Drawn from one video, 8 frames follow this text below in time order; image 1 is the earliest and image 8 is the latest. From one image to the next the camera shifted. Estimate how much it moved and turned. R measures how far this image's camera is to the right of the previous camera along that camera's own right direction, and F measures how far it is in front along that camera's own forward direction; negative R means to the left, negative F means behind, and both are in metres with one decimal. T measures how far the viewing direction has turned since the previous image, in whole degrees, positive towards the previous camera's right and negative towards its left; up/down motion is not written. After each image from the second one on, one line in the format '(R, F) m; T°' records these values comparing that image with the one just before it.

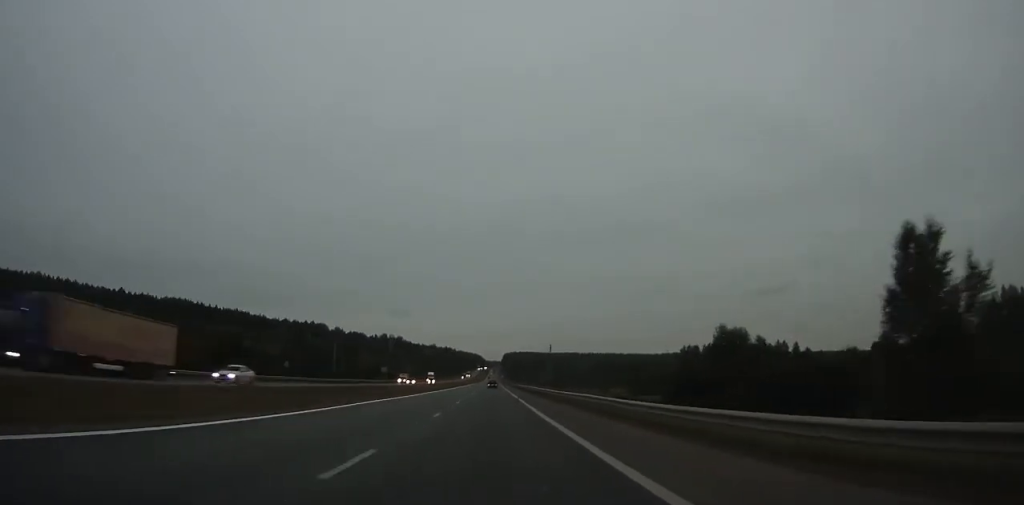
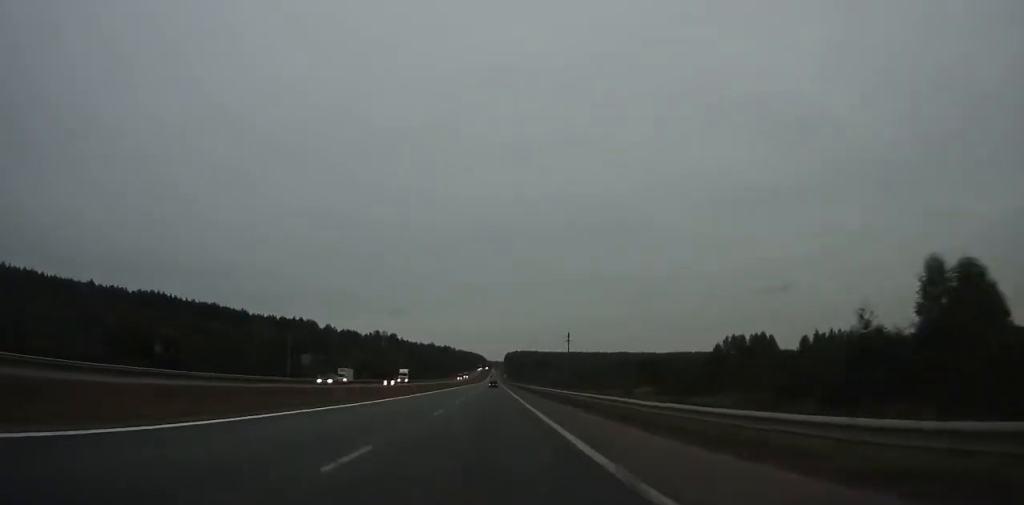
(+0.1, +35.8) m; 0°
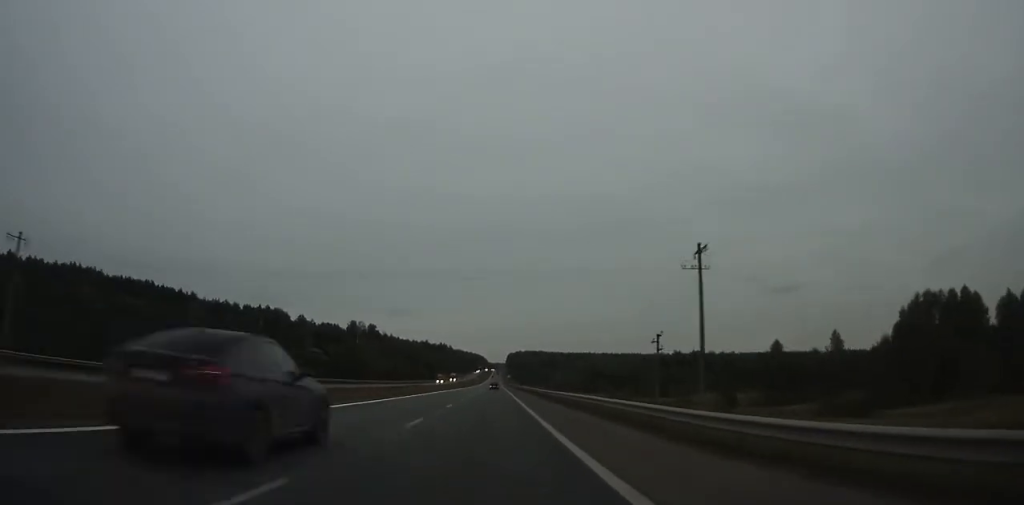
(0.0, +75.7) m; 0°
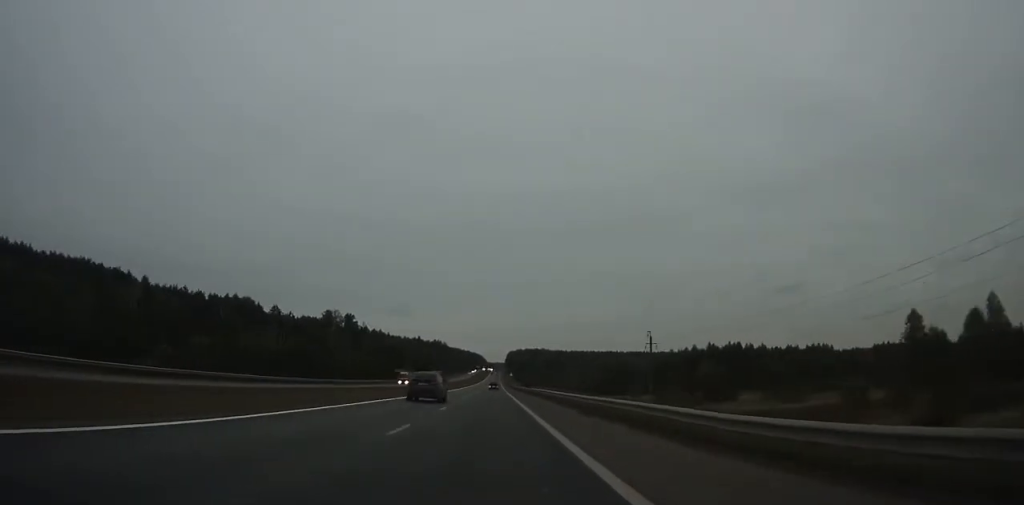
(-0.1, +50.9) m; 0°
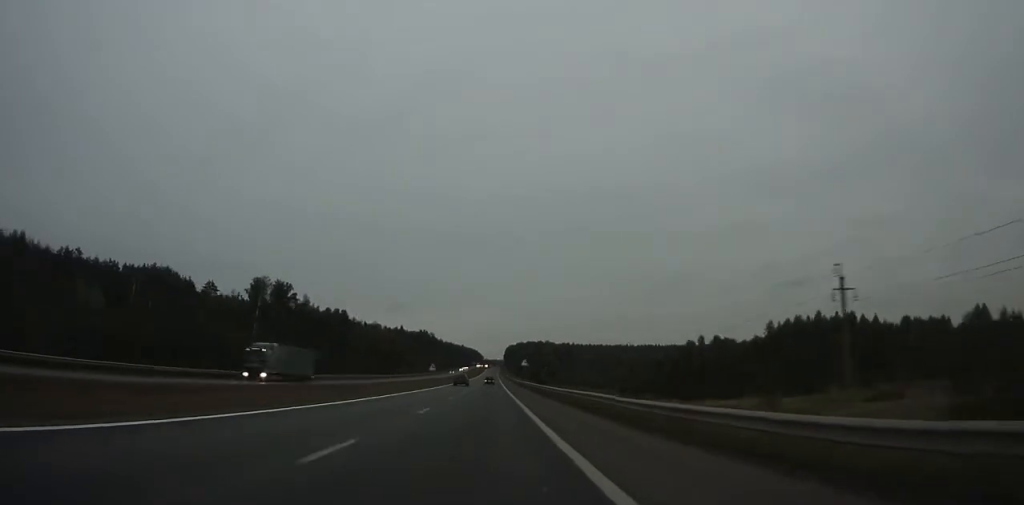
(+0.1, +88.1) m; 0°
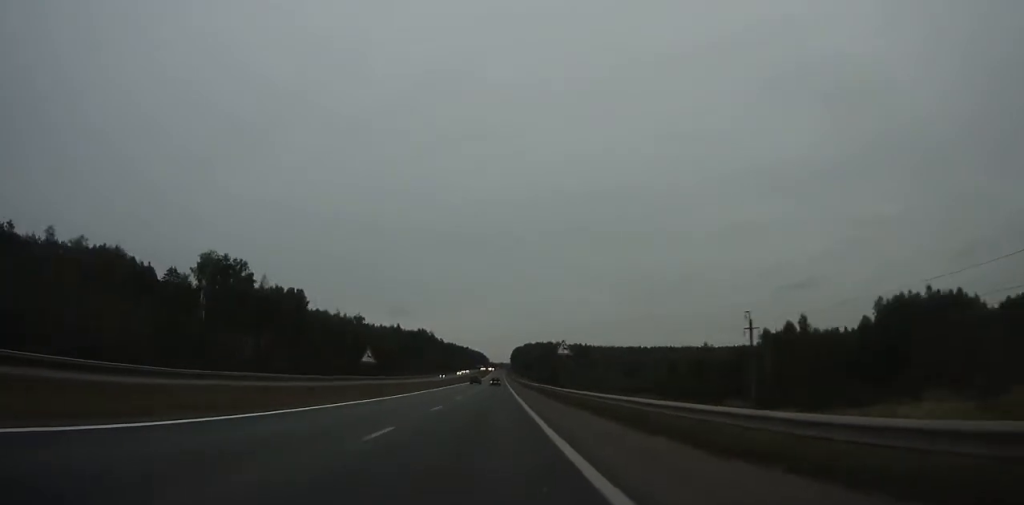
(0.0, +44.4) m; 0°
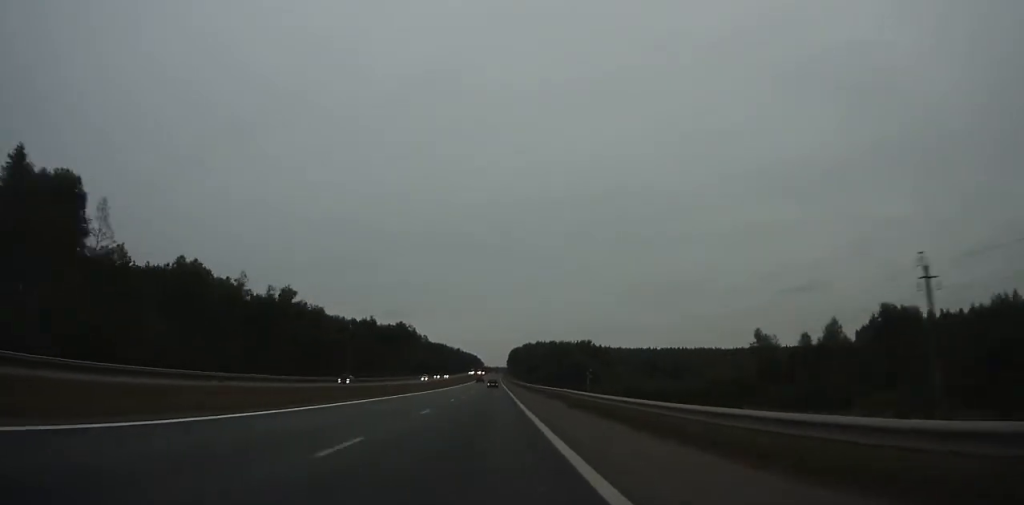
(+0.1, +74.8) m; 0°
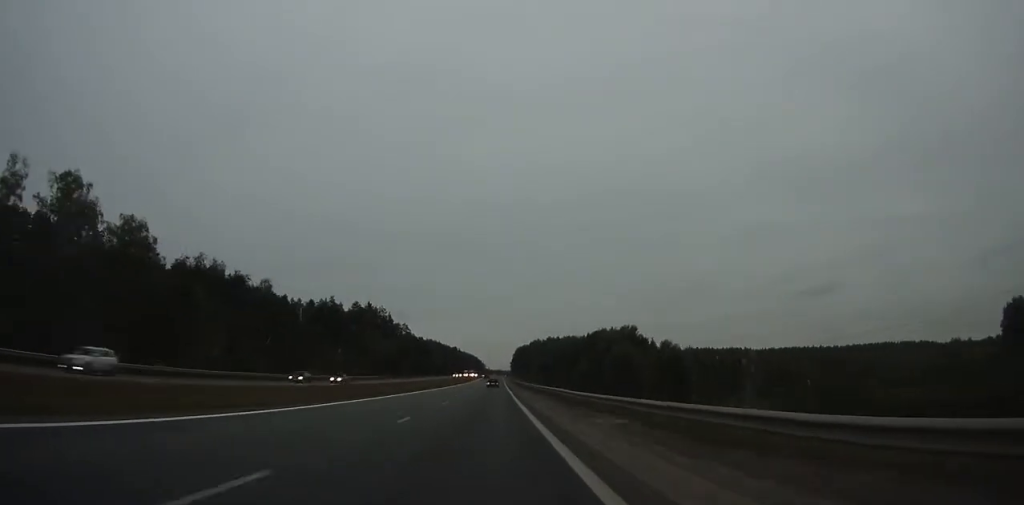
(+0.1, +87.6) m; 0°
